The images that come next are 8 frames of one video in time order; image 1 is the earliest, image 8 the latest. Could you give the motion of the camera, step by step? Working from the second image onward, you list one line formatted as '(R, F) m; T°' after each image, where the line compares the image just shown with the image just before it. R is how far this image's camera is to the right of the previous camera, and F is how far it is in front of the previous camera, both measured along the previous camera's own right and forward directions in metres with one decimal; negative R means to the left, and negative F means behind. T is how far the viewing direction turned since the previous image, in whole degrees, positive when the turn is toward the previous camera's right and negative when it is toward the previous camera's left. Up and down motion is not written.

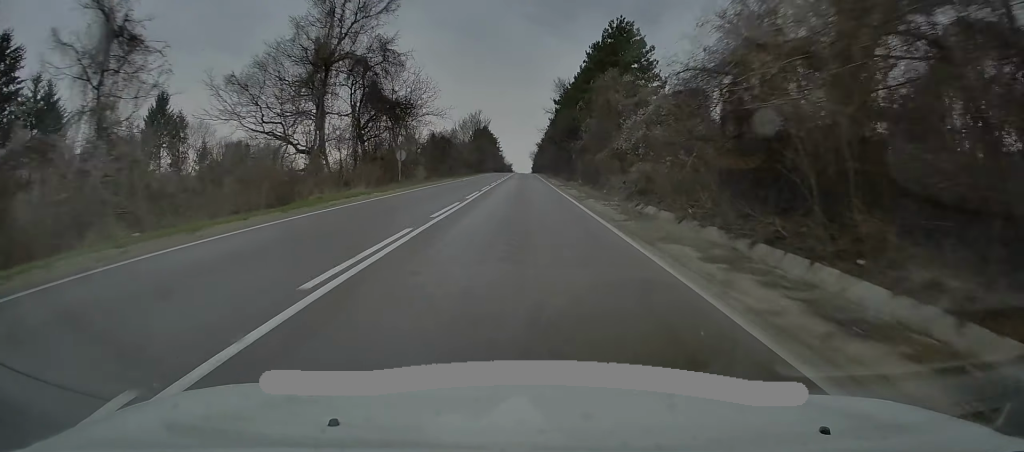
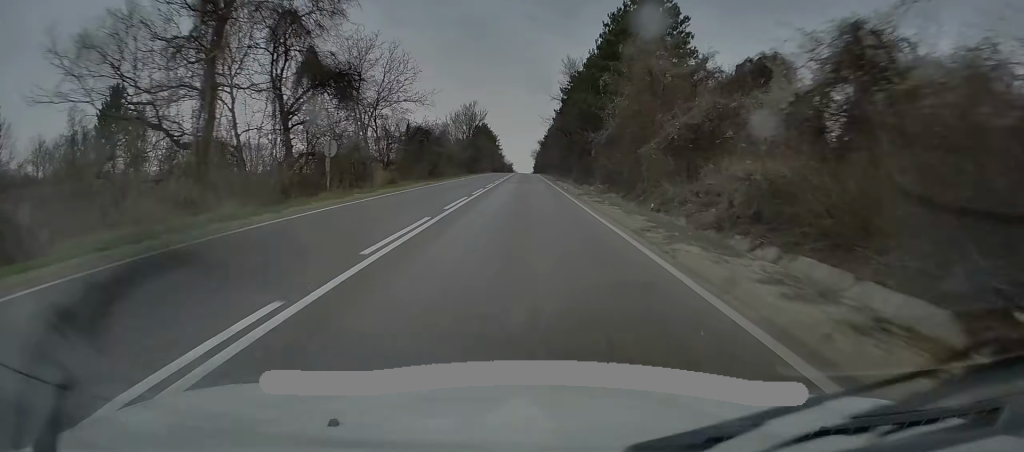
(0.0, +15.6) m; +1°
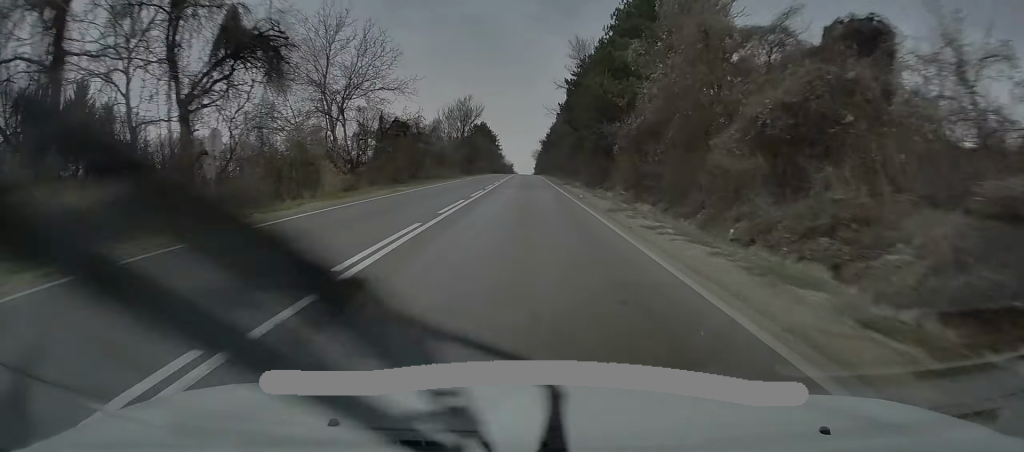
(+0.2, +10.4) m; 0°
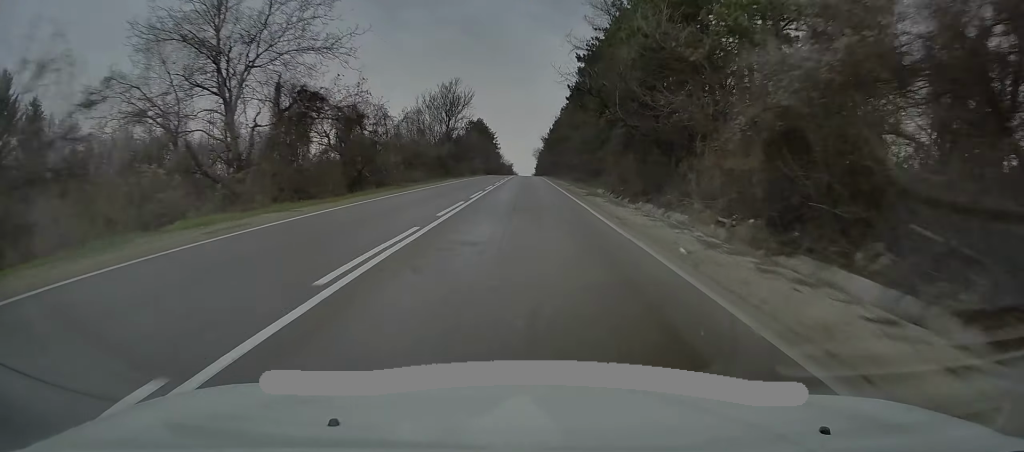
(0.0, +18.6) m; 0°
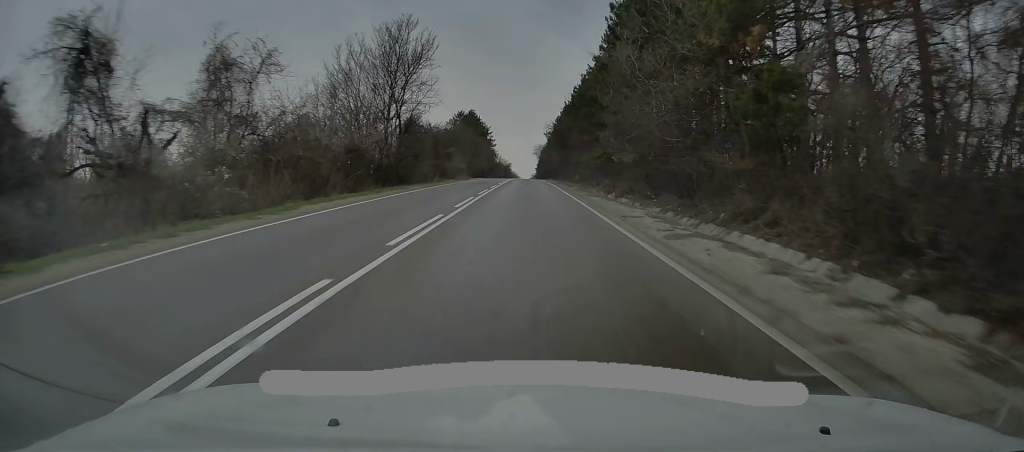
(-0.4, +32.6) m; -1°
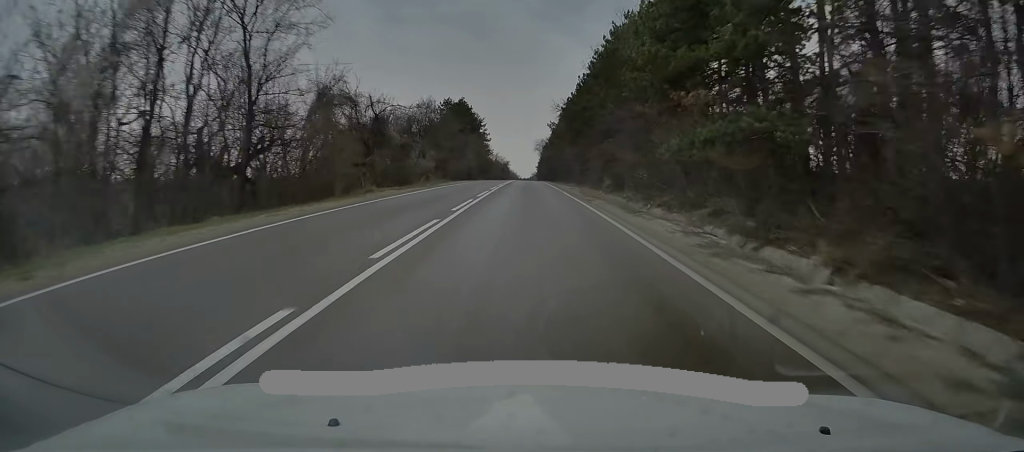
(0.0, +28.2) m; 0°
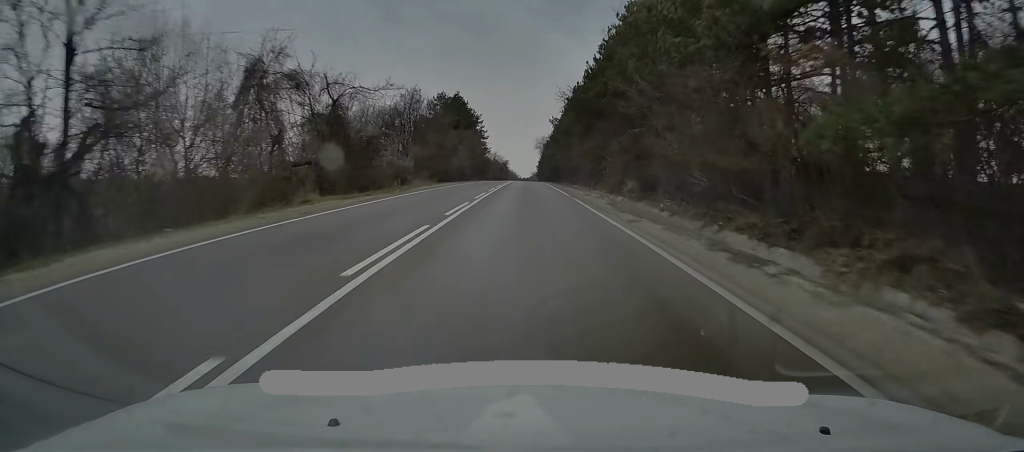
(0.0, +10.4) m; 0°
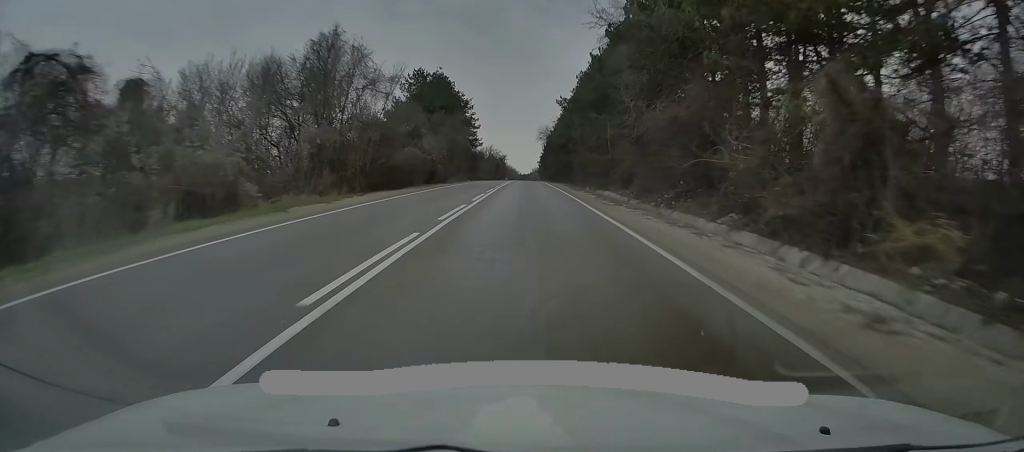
(+0.1, +28.4) m; 0°
